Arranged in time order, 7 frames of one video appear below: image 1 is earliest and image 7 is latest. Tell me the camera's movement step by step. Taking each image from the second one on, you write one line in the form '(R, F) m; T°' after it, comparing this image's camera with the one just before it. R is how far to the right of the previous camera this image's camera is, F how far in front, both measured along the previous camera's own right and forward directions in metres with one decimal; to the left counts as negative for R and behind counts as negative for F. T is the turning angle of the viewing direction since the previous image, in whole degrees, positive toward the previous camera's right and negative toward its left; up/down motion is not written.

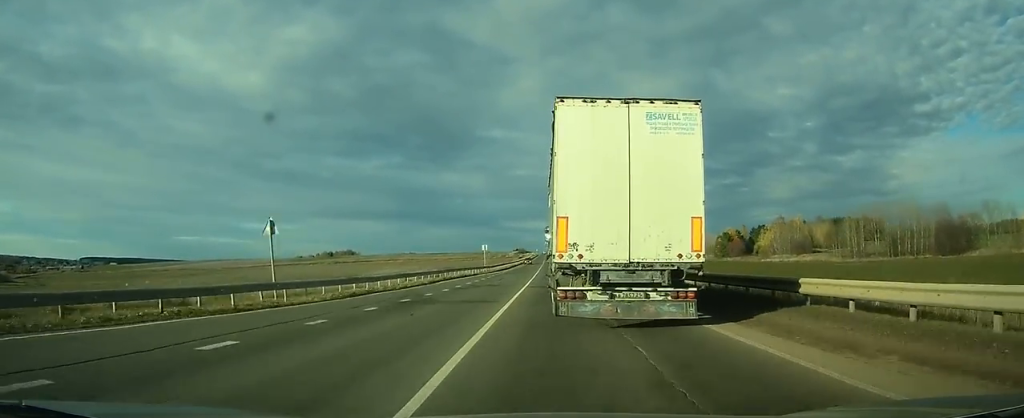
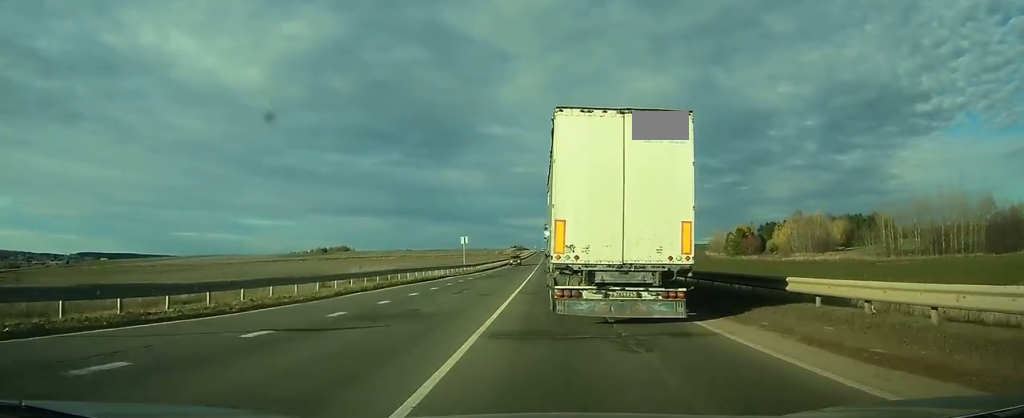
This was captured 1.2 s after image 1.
(0.0, +18.9) m; 0°
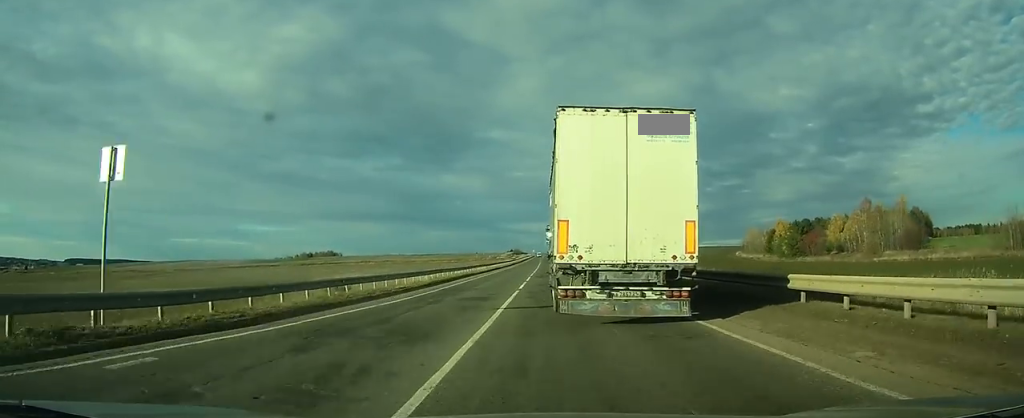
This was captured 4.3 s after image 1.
(-0.1, +50.1) m; 0°
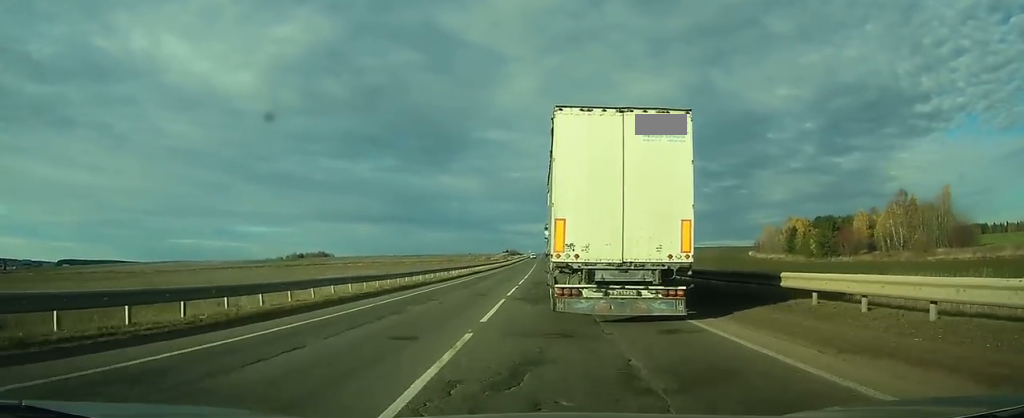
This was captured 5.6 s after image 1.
(+0.1, +20.7) m; 0°
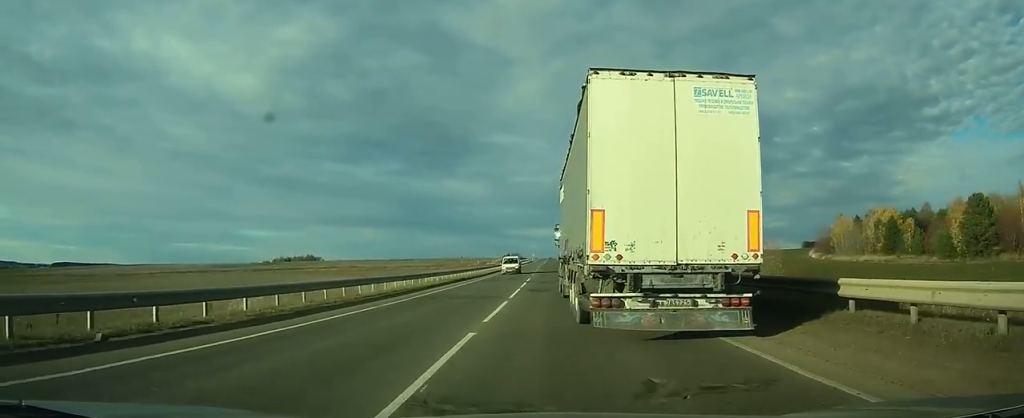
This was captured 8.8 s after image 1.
(+0.2, +53.9) m; 0°
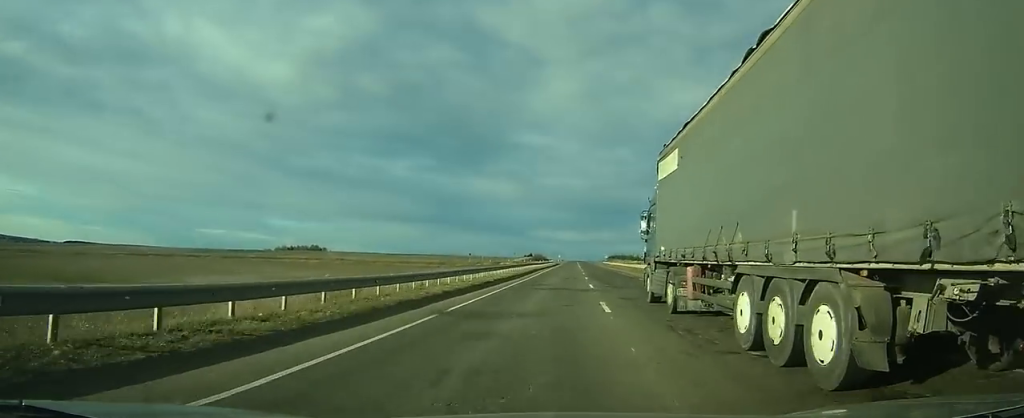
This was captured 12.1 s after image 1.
(-1.0, +60.5) m; -2°
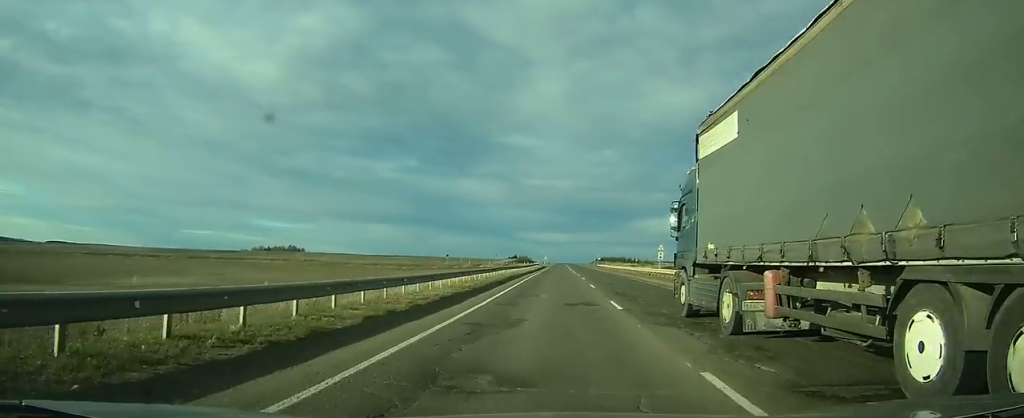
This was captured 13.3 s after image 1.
(-0.1, +21.7) m; 0°
